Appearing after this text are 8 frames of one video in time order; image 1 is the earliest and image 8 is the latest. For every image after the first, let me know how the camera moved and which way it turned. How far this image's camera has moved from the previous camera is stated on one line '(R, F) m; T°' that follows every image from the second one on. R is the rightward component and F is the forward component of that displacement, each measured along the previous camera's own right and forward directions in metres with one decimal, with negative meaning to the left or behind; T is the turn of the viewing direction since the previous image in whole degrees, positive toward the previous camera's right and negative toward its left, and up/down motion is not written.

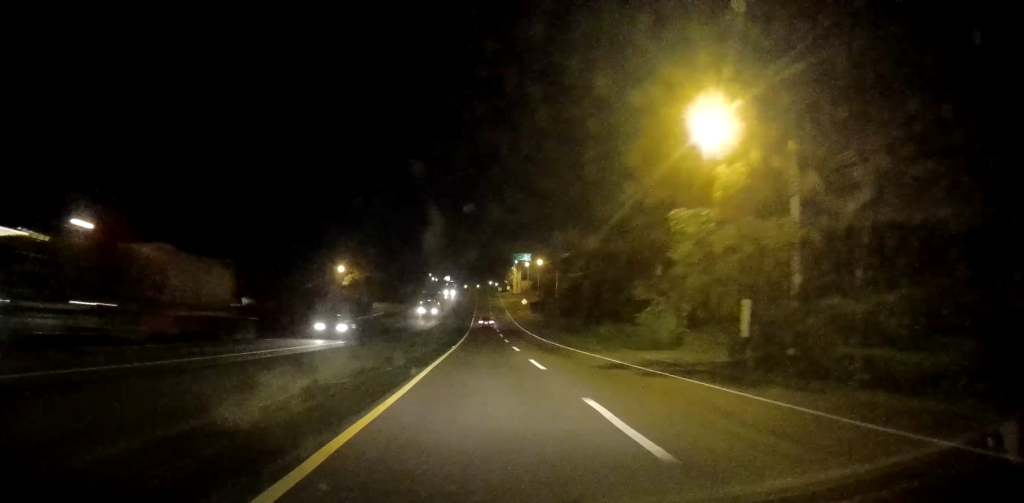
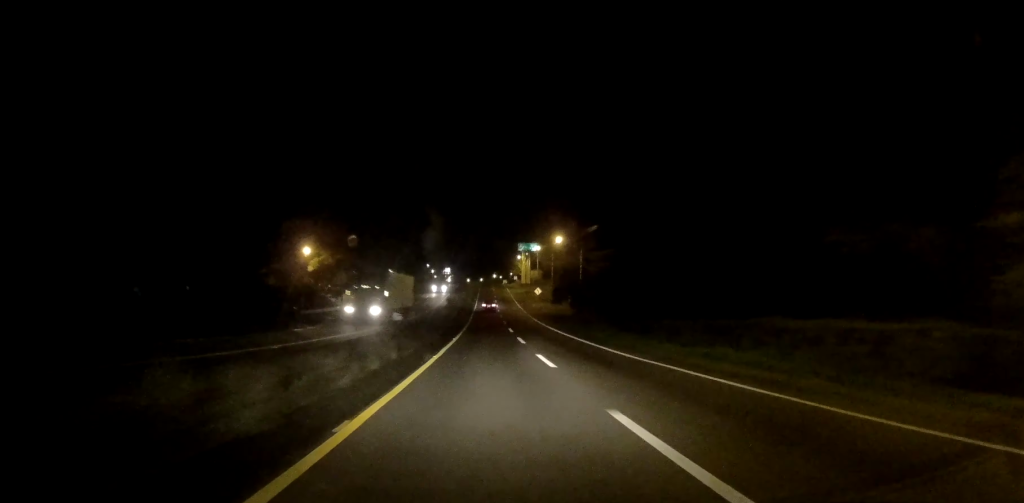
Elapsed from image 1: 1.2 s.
(-0.2, +27.3) m; 0°
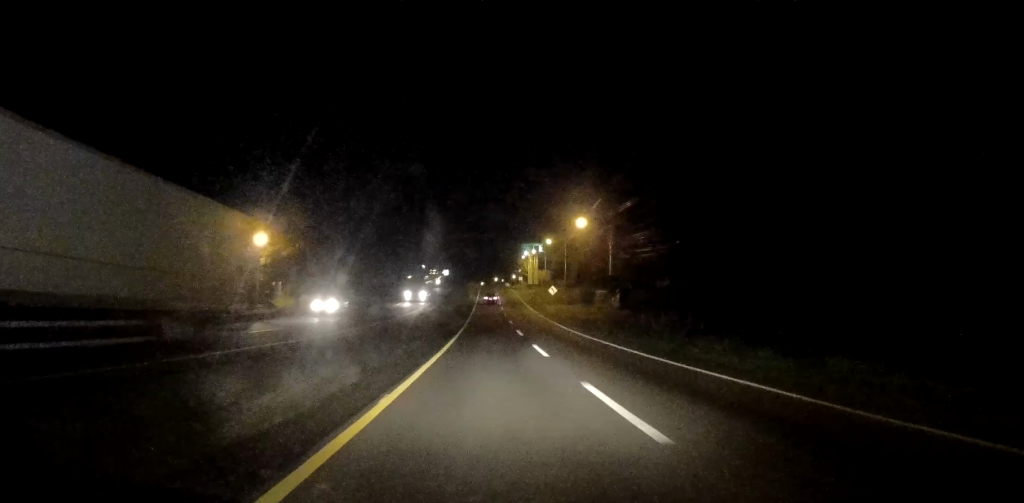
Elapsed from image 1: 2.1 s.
(+0.3, +21.2) m; 0°
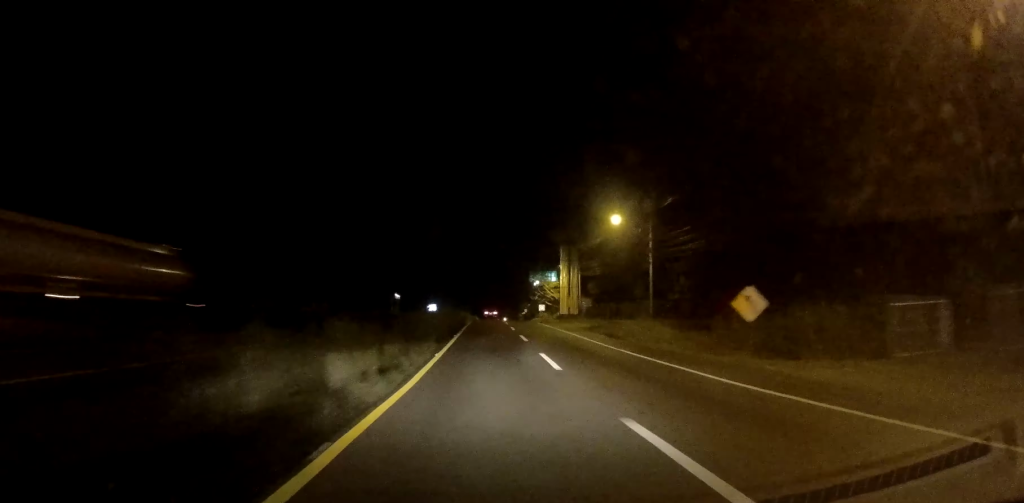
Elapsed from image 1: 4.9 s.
(0.0, +64.9) m; 0°
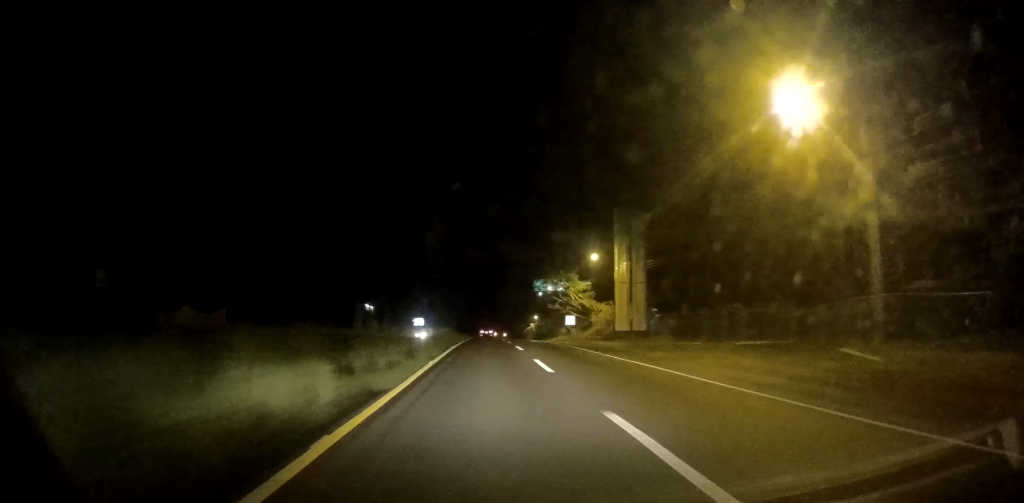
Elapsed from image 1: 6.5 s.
(-0.2, +35.6) m; 0°
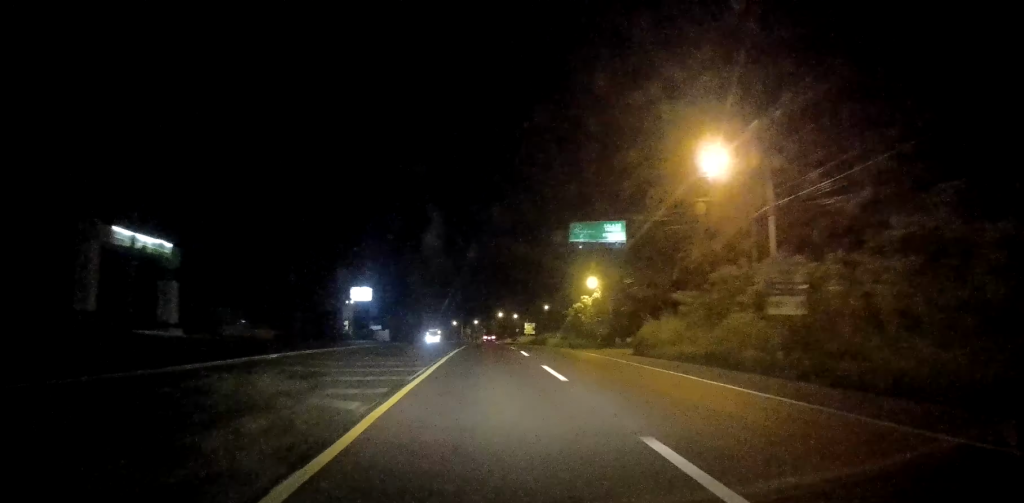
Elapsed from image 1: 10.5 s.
(+1.3, +88.6) m; +1°
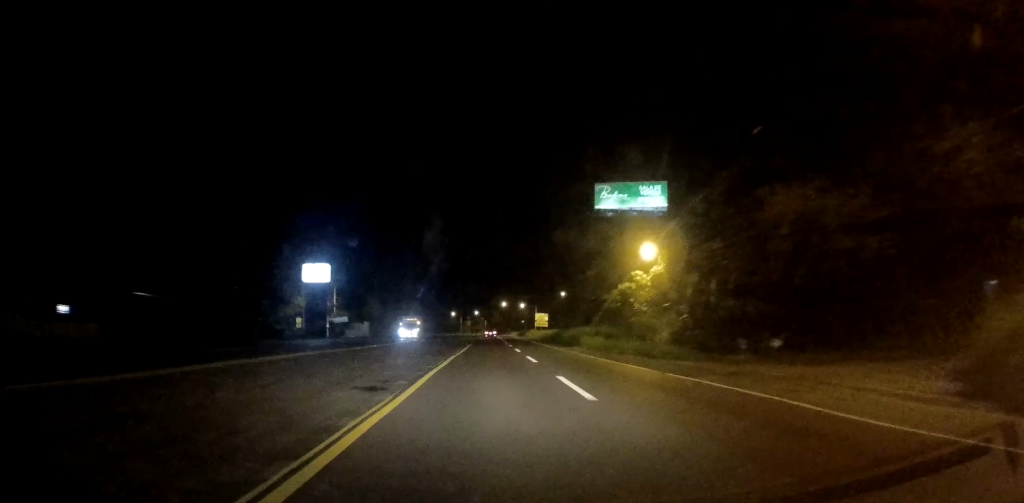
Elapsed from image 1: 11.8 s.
(-0.2, +29.4) m; 0°
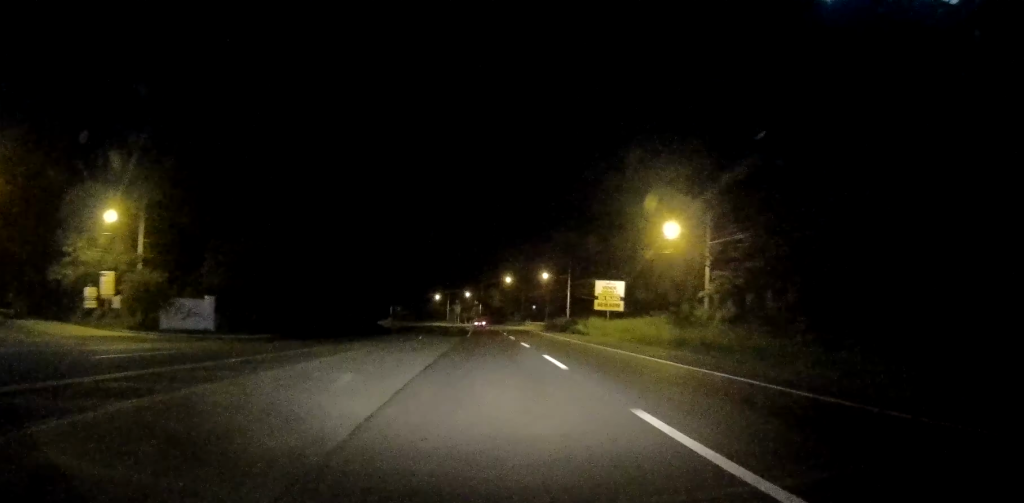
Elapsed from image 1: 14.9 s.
(+0.2, +68.4) m; 0°
